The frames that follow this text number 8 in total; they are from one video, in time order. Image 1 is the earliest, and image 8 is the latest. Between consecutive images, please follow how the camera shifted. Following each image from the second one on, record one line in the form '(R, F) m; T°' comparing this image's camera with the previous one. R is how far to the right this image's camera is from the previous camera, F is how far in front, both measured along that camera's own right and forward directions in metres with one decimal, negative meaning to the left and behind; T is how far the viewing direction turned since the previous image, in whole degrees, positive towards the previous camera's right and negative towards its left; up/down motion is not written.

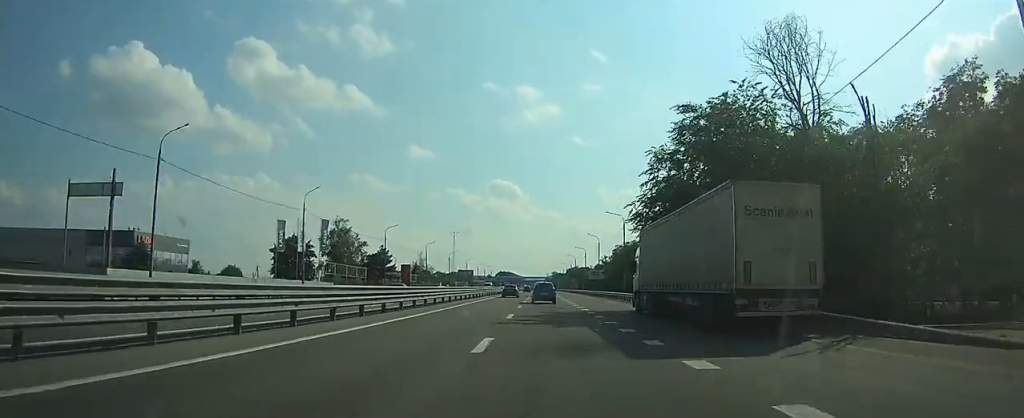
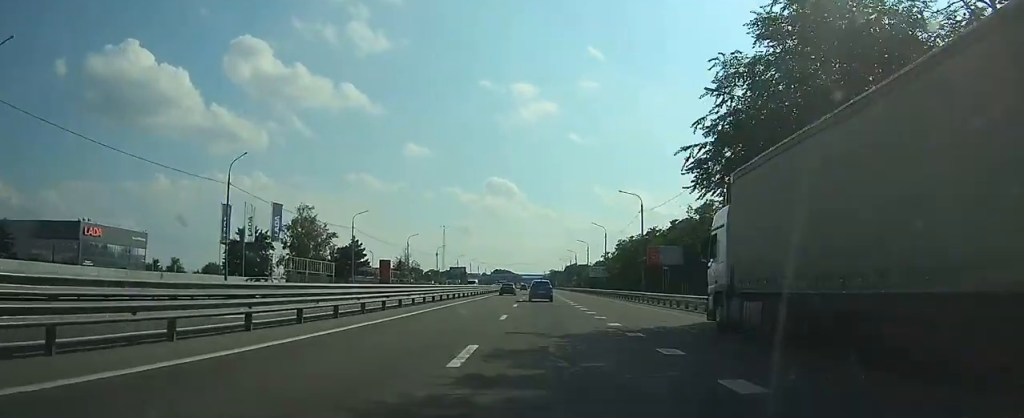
(0.0, +14.3) m; 0°
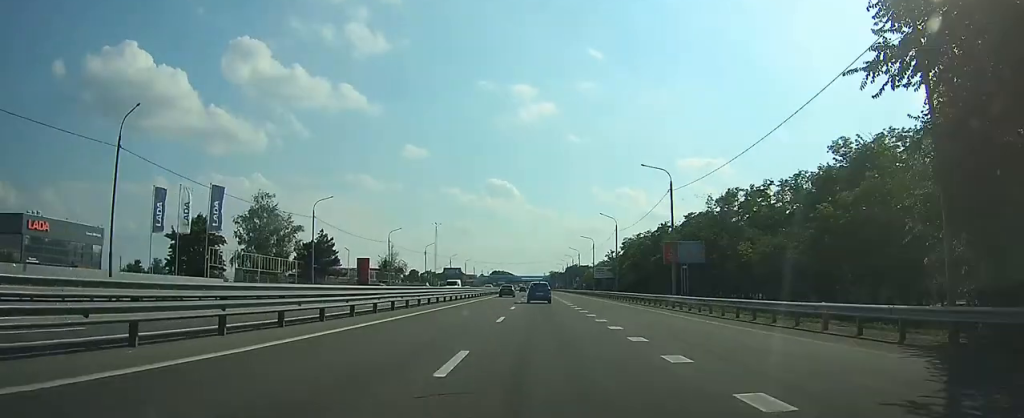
(0.0, +13.0) m; 0°
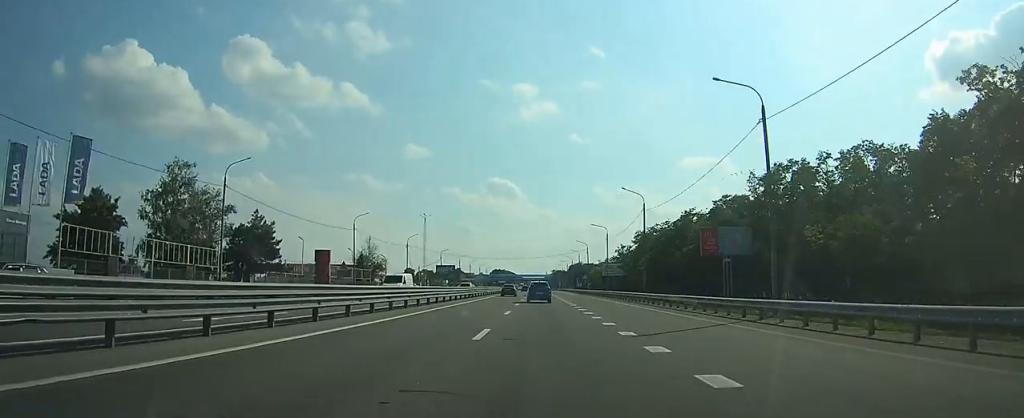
(0.0, +18.7) m; 0°
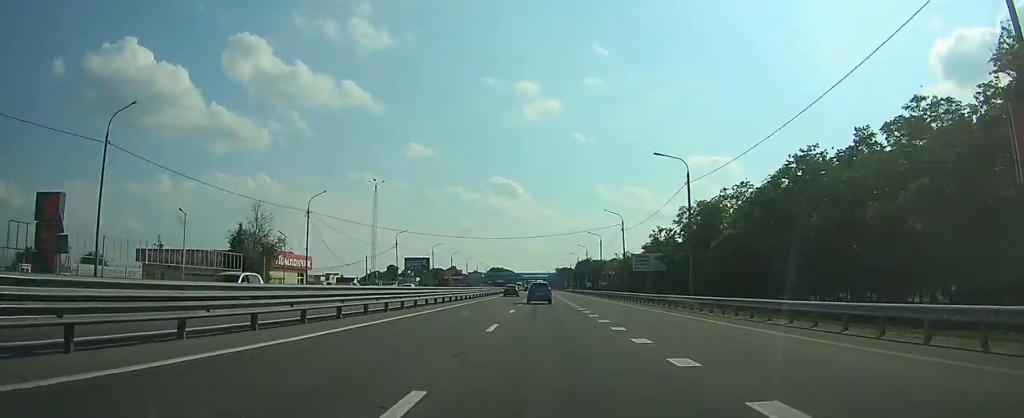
(+0.1, +46.2) m; 0°
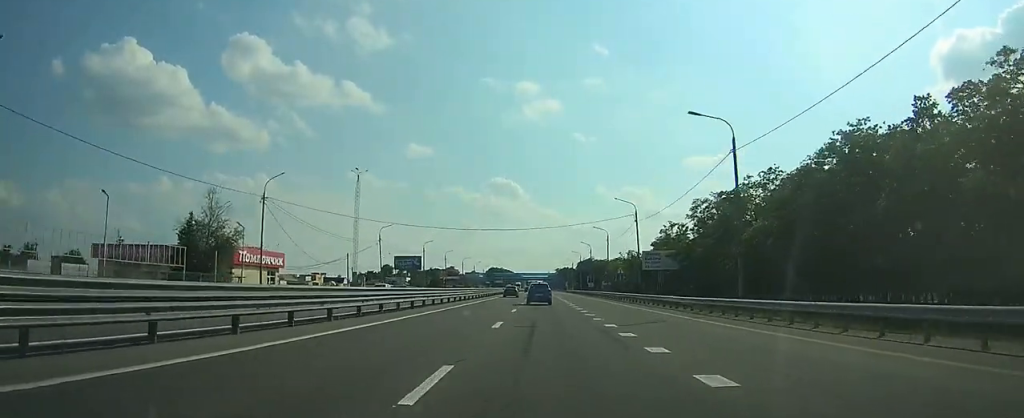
(0.0, +9.9) m; 0°
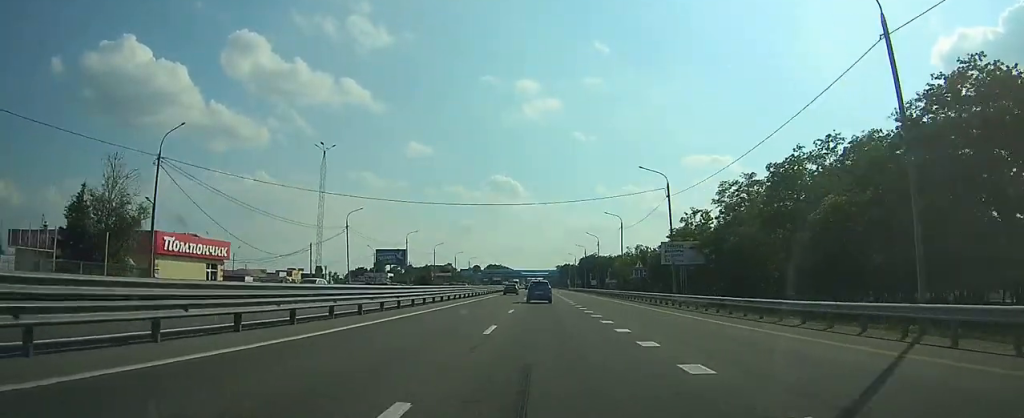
(0.0, +14.8) m; 0°
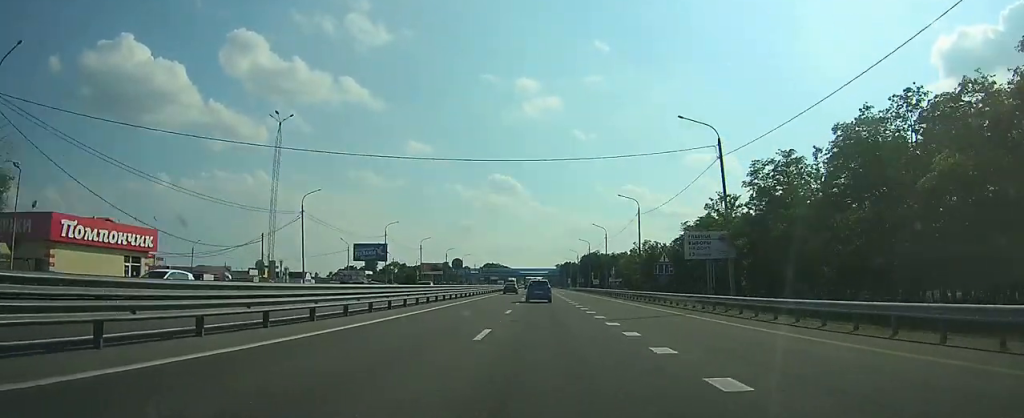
(-0.1, +13.4) m; 0°
